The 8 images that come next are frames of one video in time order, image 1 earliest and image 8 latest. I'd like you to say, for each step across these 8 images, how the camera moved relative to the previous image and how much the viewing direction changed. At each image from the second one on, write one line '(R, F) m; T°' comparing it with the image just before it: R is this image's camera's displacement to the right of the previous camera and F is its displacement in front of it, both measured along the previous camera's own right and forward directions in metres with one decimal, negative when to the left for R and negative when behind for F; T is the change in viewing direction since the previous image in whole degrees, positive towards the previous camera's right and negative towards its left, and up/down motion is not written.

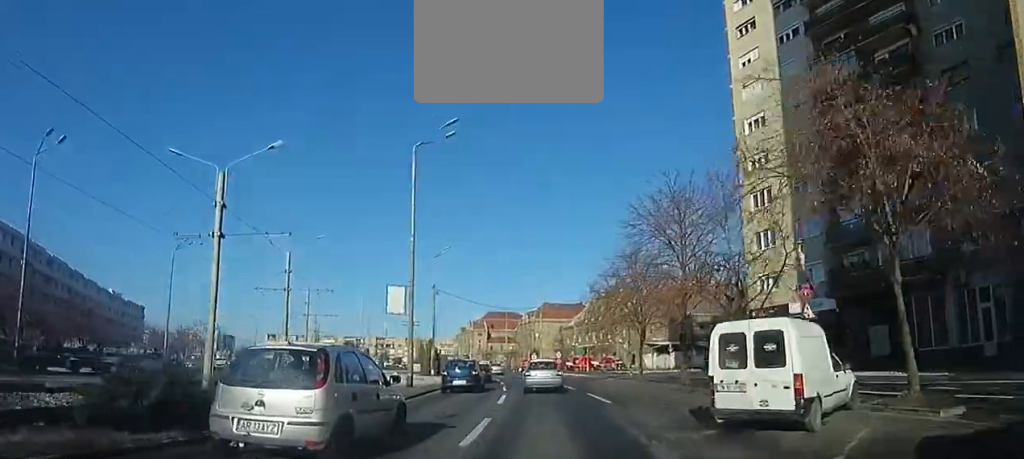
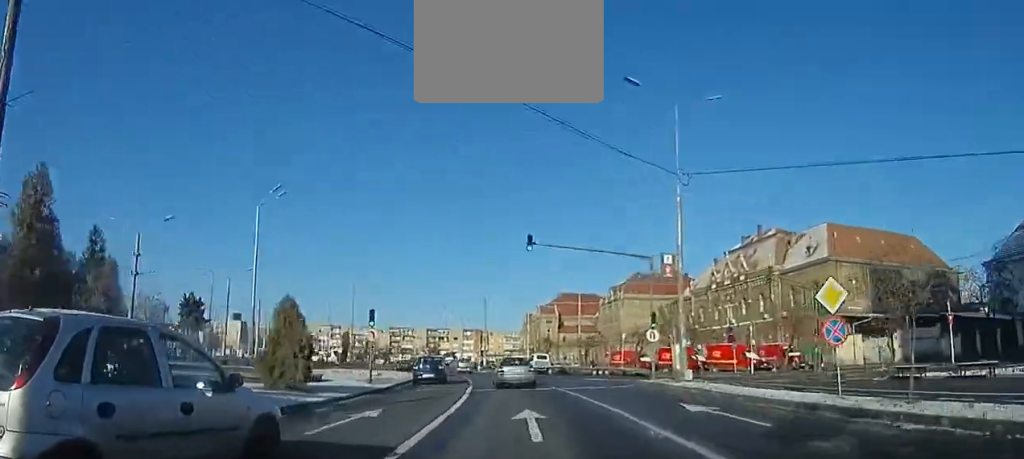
(-2.4, +46.1) m; -9°
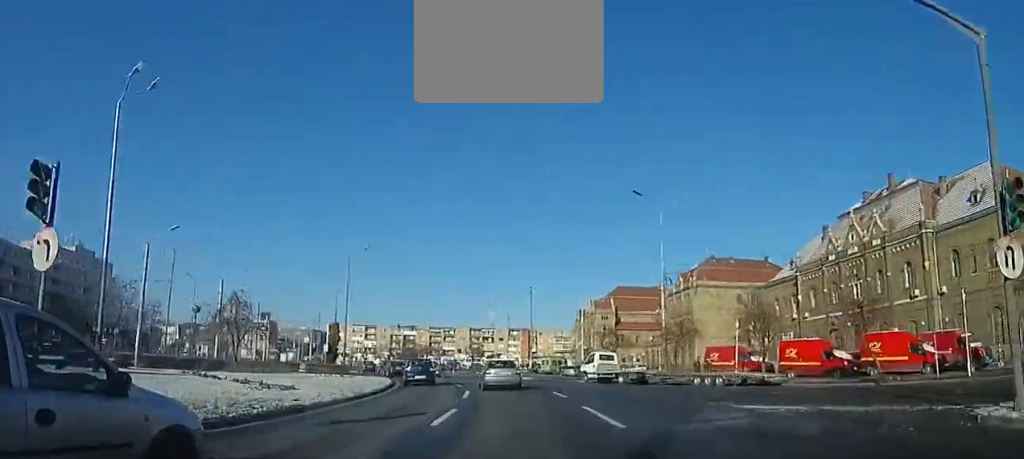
(-0.9, +18.2) m; -7°
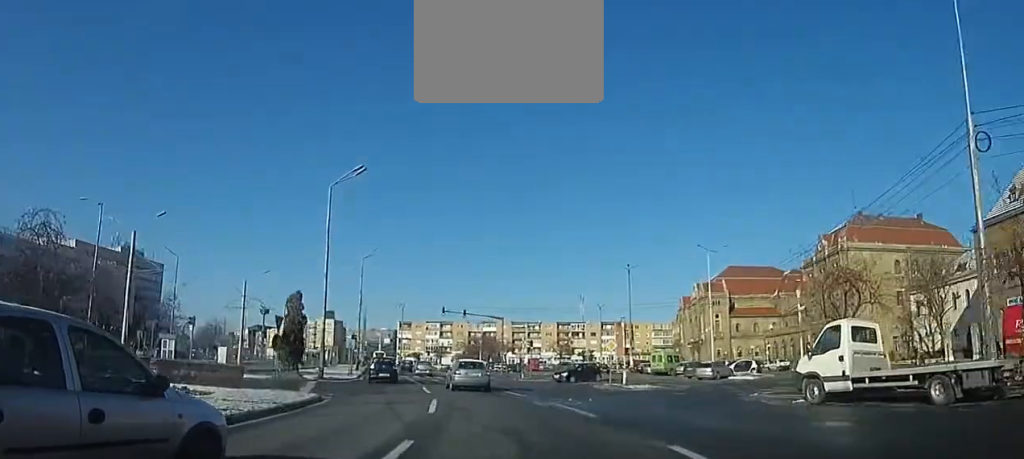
(-1.8, +22.1) m; -10°
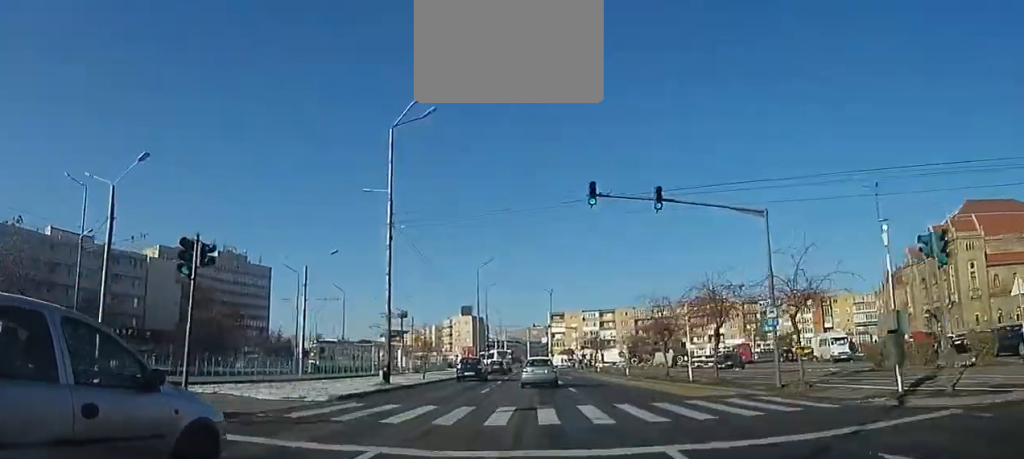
(-3.5, +31.3) m; -14°
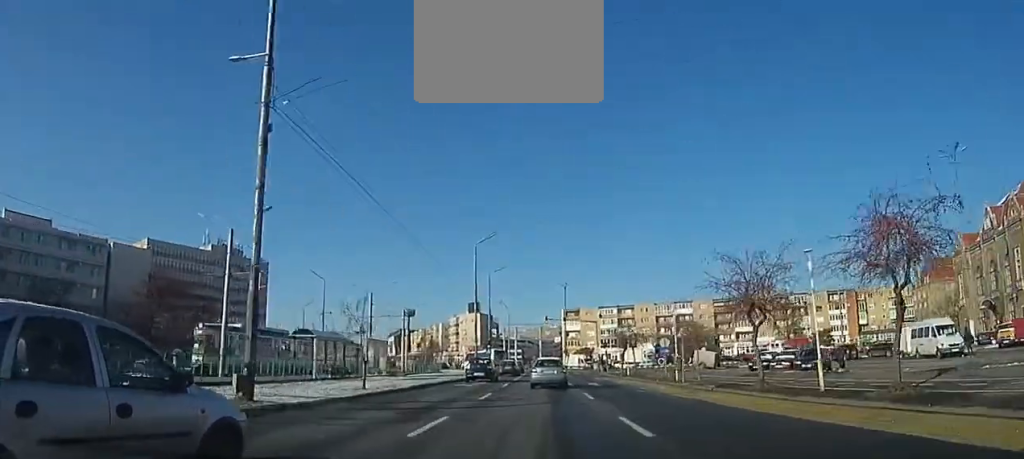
(-1.0, +9.8) m; -3°
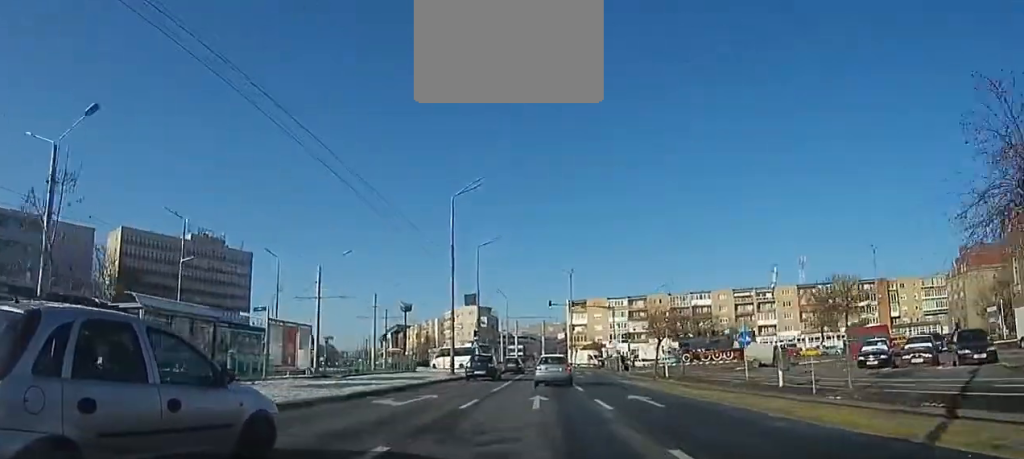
(-0.5, +10.9) m; -3°
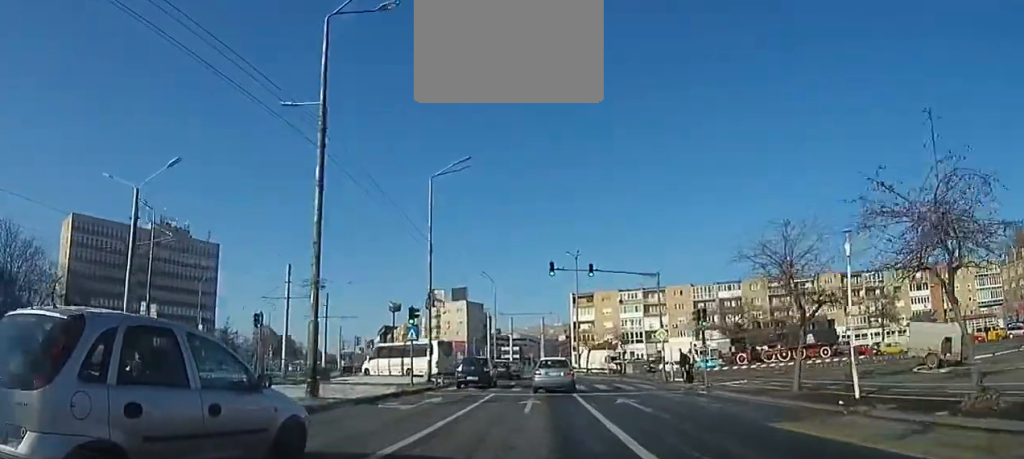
(-0.2, +17.3) m; +2°
